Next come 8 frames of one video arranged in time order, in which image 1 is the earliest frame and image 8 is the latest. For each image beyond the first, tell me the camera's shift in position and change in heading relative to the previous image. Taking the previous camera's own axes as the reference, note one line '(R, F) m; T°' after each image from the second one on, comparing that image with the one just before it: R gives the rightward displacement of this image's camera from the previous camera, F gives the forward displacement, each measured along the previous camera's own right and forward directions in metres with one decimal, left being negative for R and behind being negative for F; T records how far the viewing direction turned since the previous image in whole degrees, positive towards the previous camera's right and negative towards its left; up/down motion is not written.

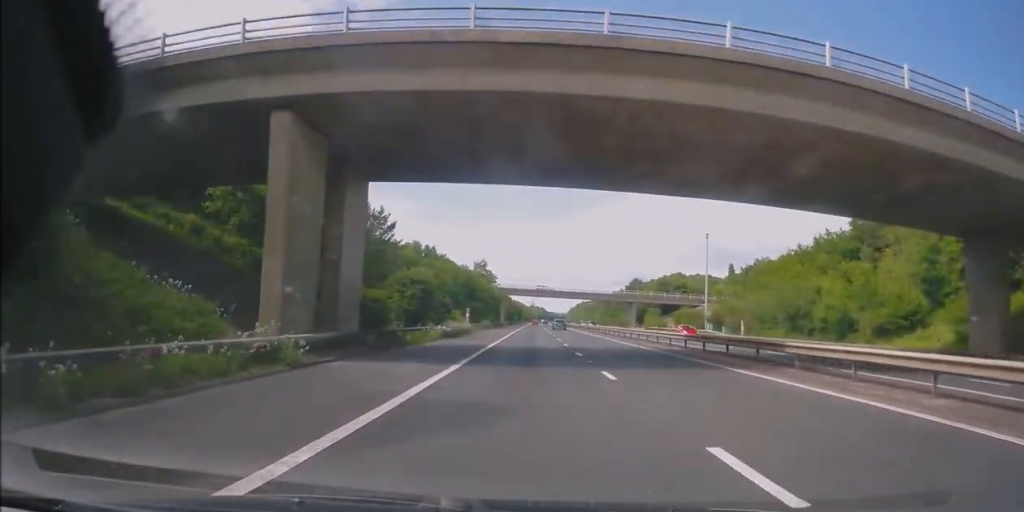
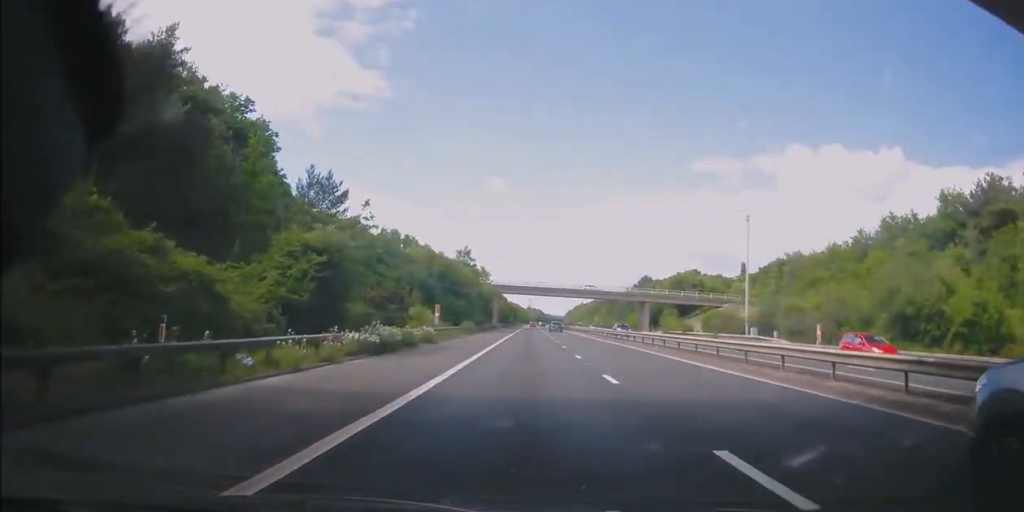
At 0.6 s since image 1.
(0.0, +18.0) m; 0°
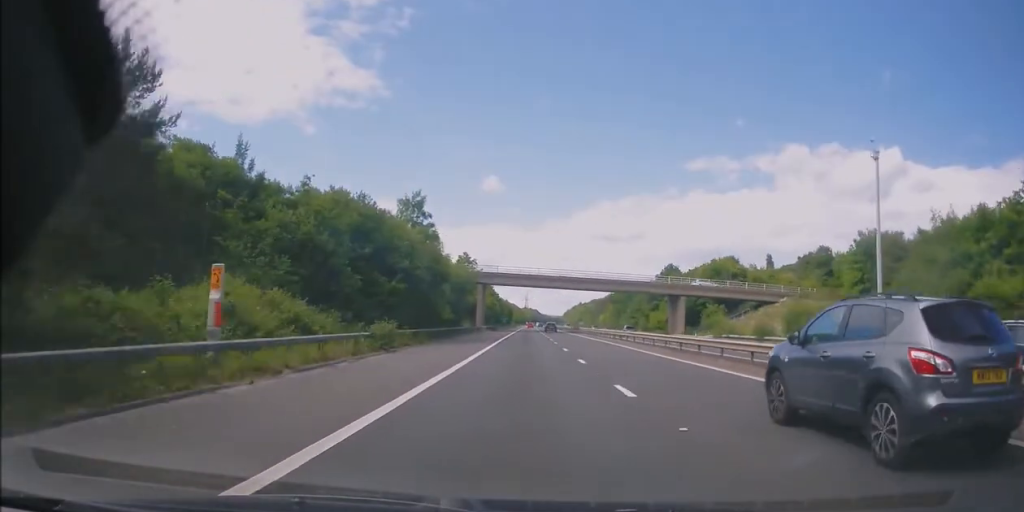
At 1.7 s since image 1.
(0.0, +29.8) m; +1°
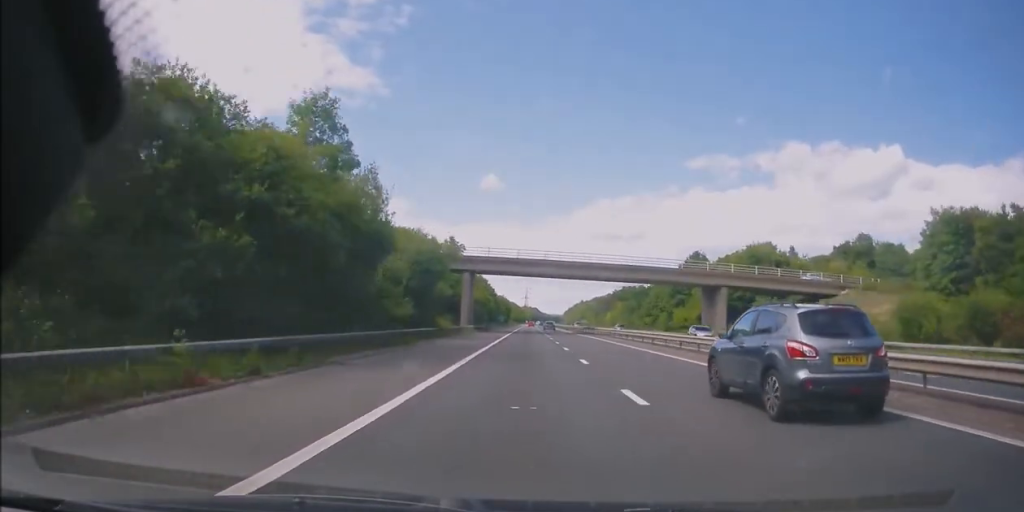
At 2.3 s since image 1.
(+0.2, +19.5) m; 0°
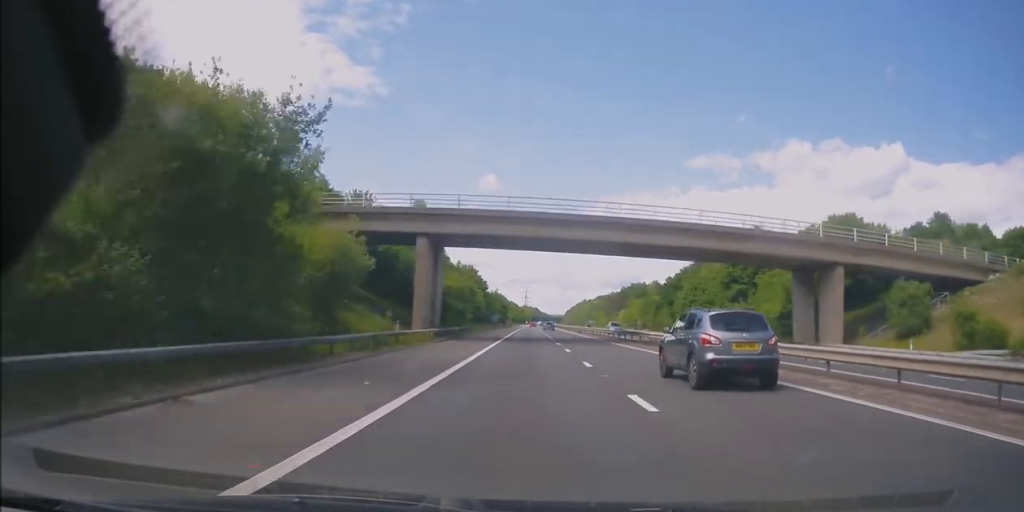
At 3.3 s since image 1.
(-0.1, +28.2) m; 0°
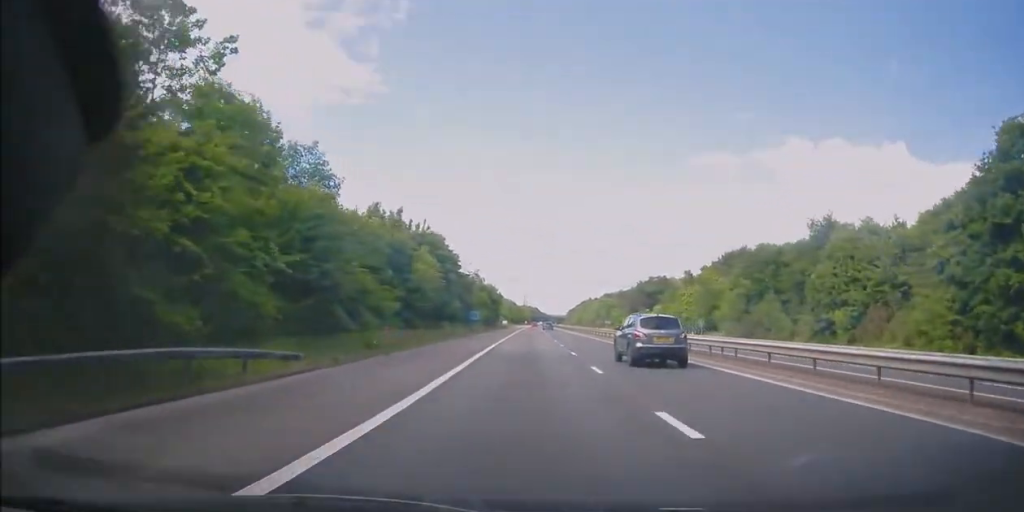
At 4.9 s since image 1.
(+0.1, +48.0) m; 0°
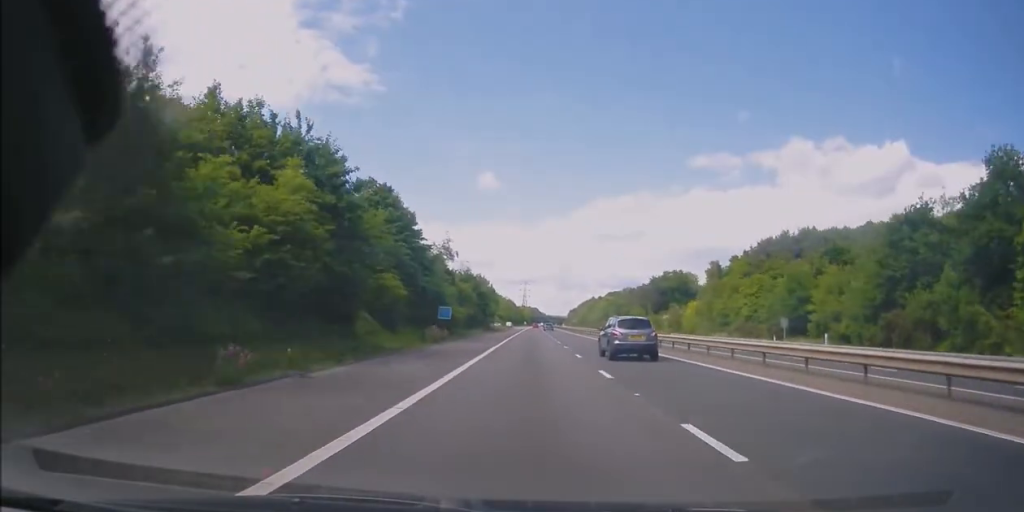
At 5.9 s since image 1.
(-0.2, +28.3) m; 0°
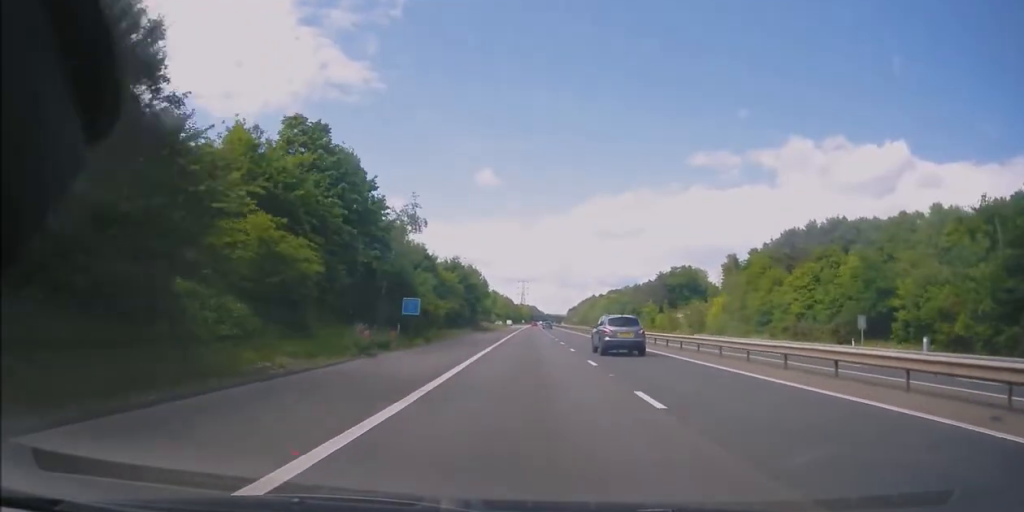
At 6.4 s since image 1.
(+0.2, +14.5) m; 0°
